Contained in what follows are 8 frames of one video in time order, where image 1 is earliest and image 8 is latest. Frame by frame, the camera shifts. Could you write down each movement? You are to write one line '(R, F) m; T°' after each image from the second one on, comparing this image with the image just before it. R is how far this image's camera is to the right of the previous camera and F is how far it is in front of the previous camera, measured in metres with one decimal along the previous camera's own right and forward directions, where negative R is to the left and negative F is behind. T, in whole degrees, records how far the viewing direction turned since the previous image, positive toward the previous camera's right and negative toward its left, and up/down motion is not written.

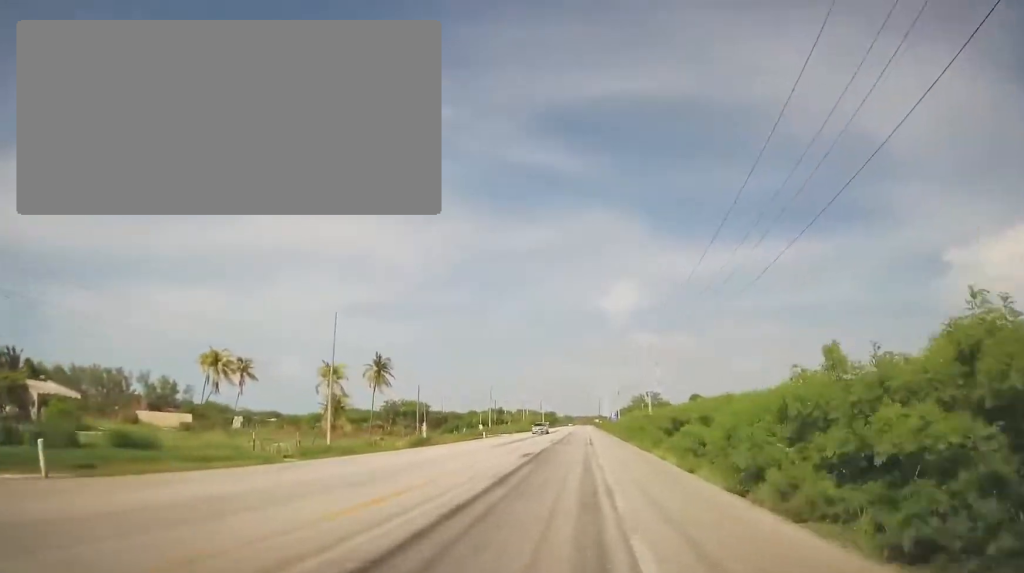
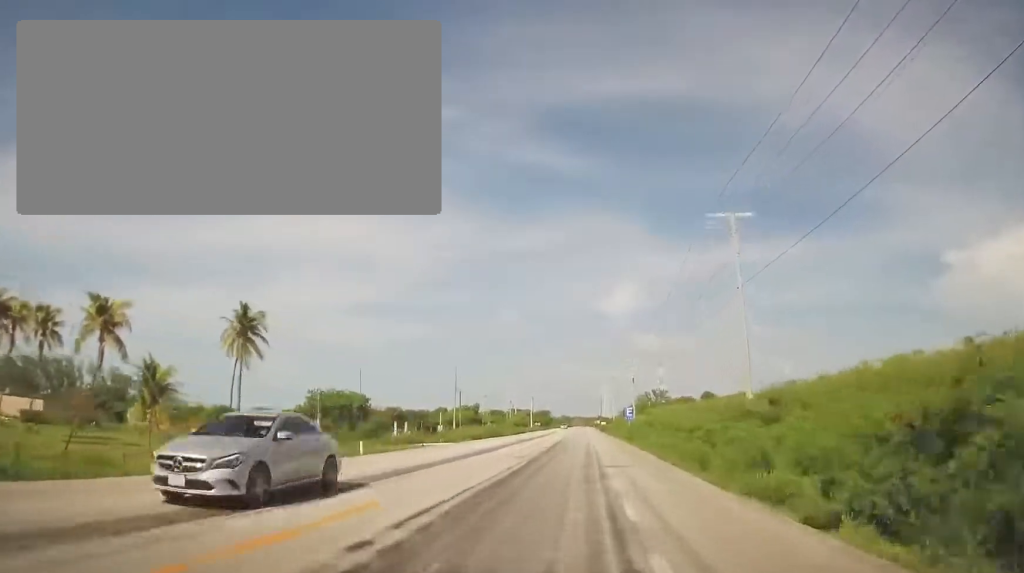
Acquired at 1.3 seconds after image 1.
(+0.2, +33.8) m; +1°
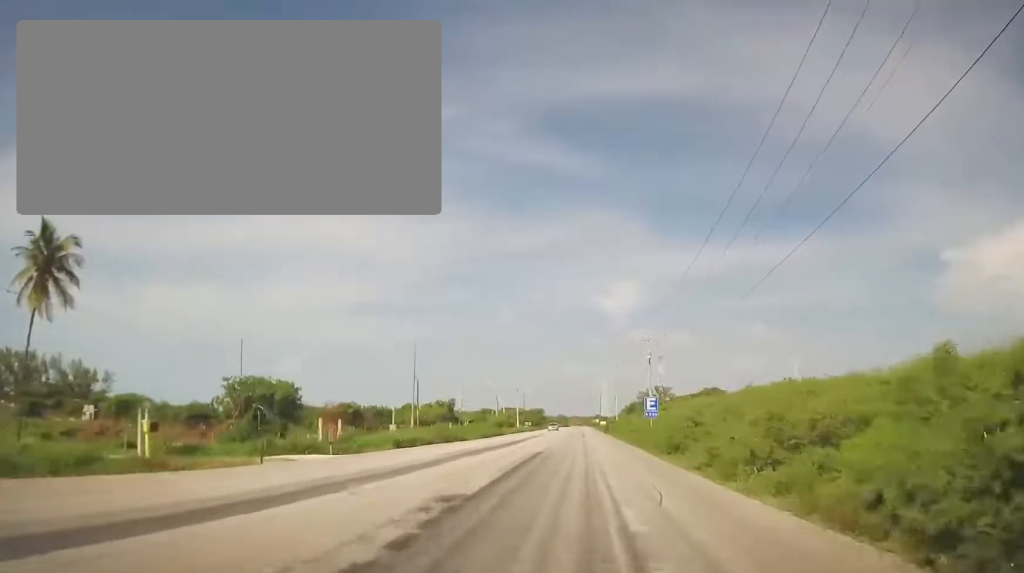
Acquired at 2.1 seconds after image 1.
(+0.1, +21.4) m; 0°
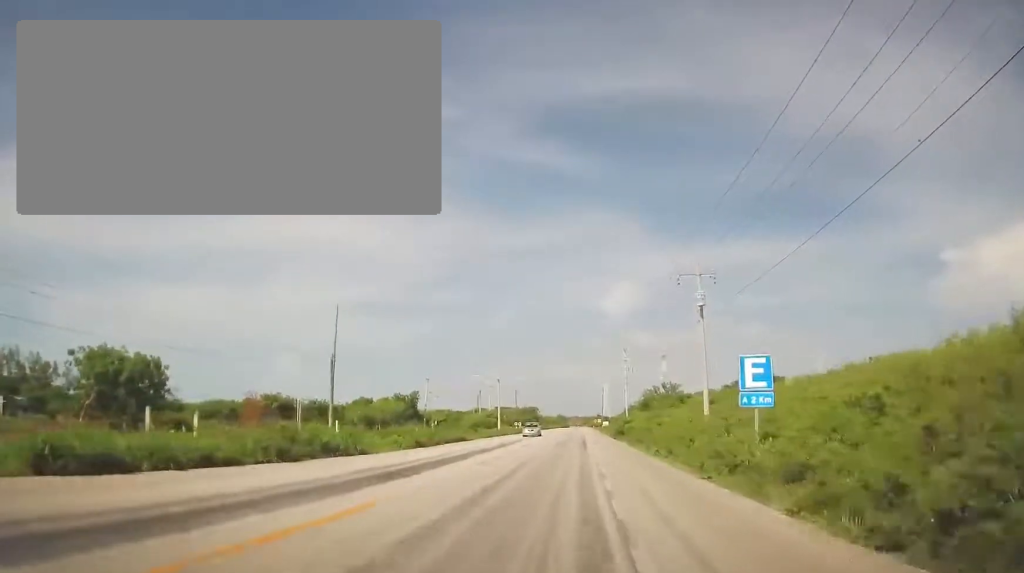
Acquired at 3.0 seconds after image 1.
(0.0, +23.6) m; 0°
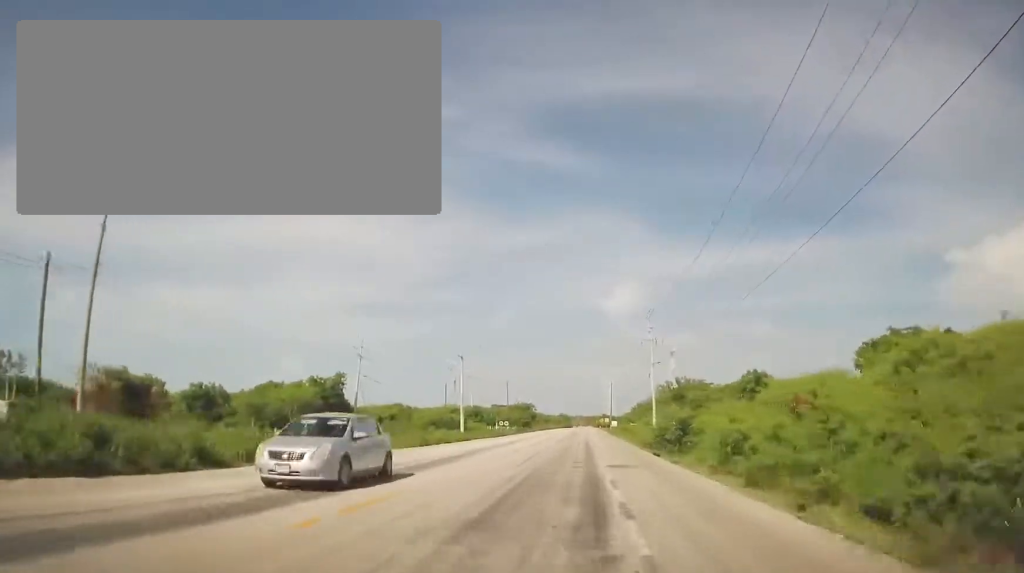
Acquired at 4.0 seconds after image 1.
(-0.1, +27.0) m; 0°
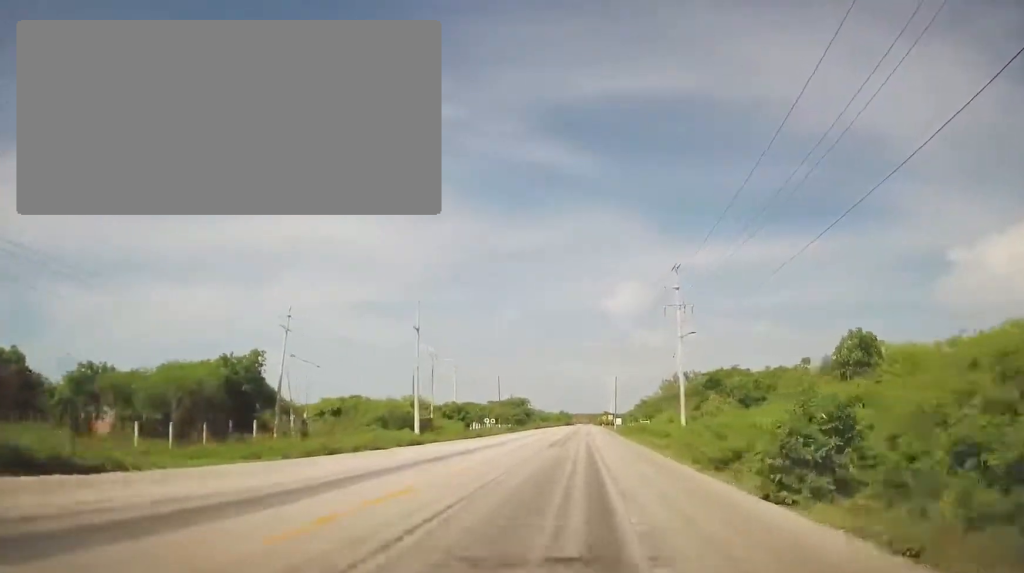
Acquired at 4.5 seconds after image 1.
(0.0, +15.0) m; 0°
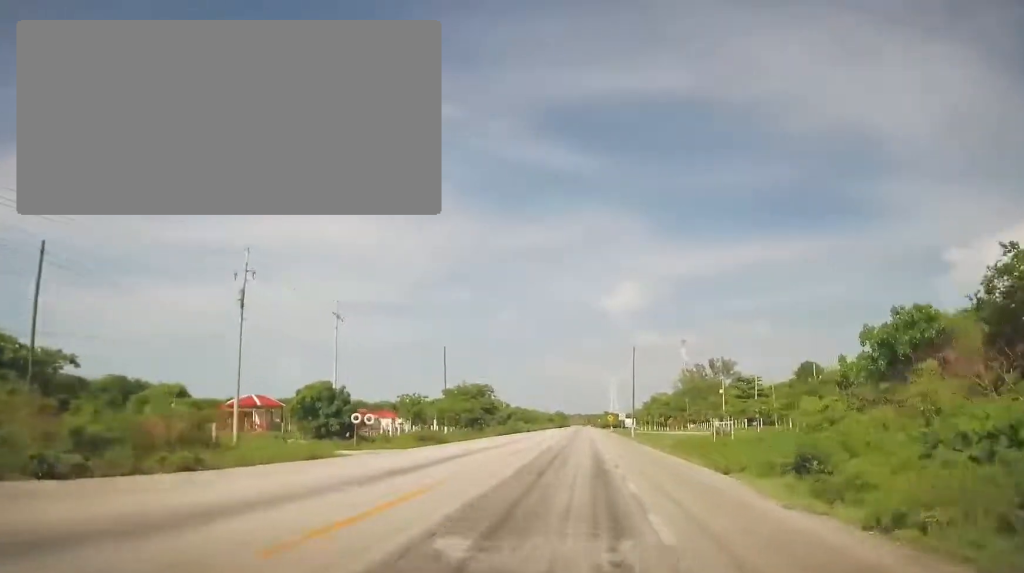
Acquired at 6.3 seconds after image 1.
(0.0, +45.9) m; -1°
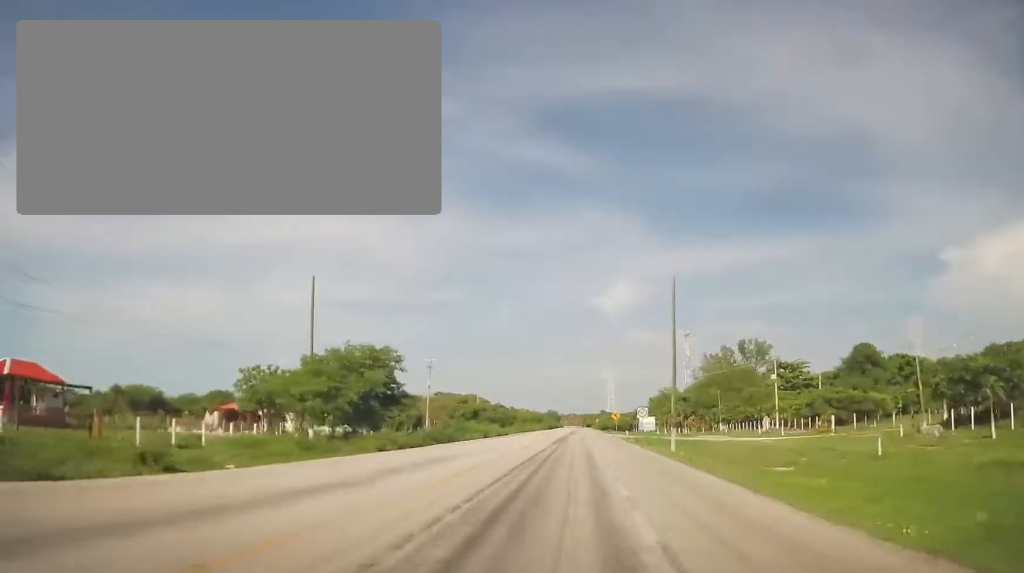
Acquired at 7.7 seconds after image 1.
(-0.7, +36.7) m; -1°
